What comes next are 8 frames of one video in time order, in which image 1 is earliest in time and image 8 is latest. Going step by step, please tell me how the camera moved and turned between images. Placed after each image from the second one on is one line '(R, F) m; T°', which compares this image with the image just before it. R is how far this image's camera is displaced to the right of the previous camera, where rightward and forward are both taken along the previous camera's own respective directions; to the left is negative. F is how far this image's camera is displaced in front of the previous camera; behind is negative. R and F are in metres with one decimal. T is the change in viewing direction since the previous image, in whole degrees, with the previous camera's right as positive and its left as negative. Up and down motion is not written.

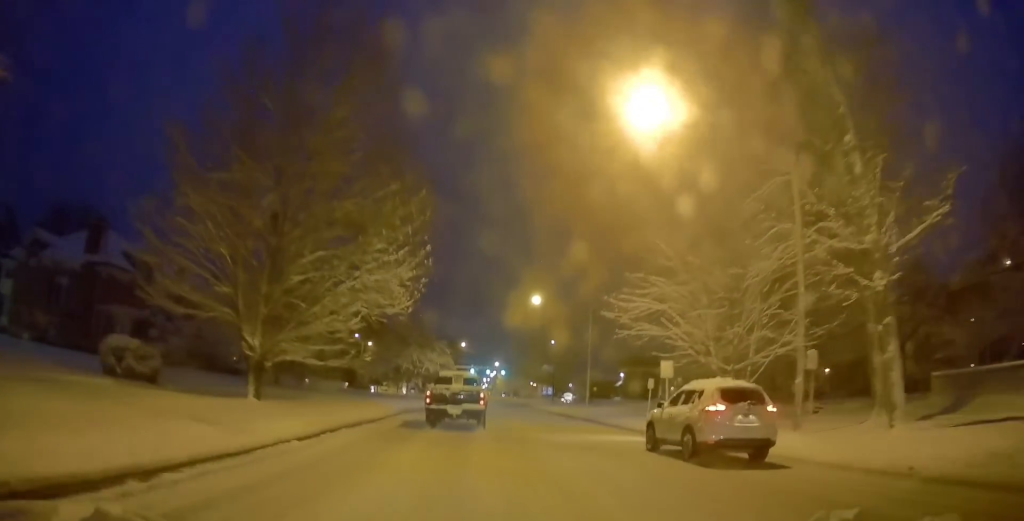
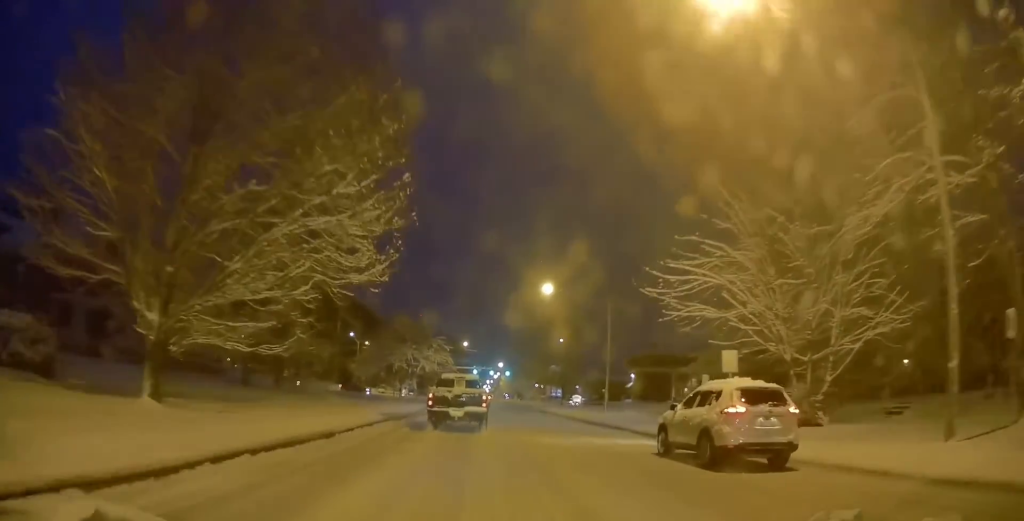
(0.0, +6.9) m; -1°
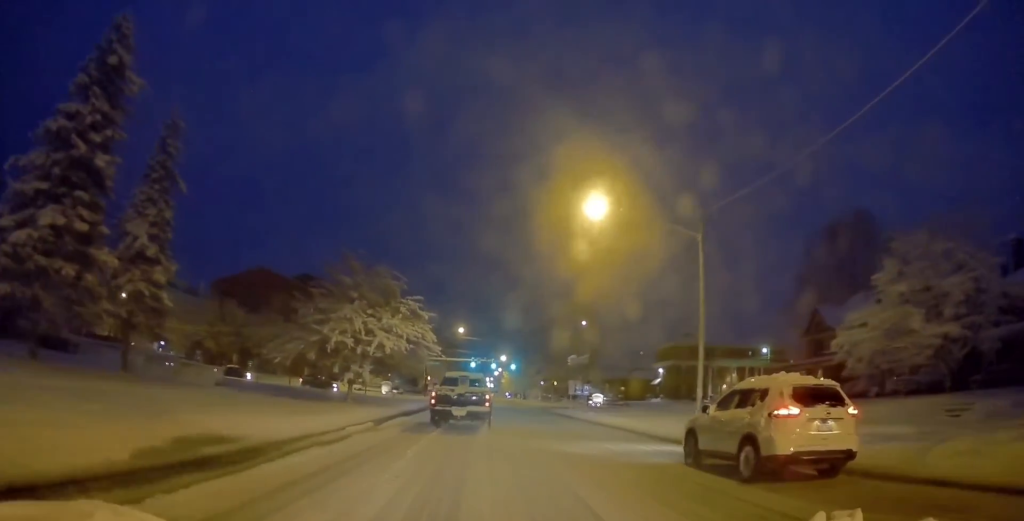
(+0.1, +21.2) m; +3°
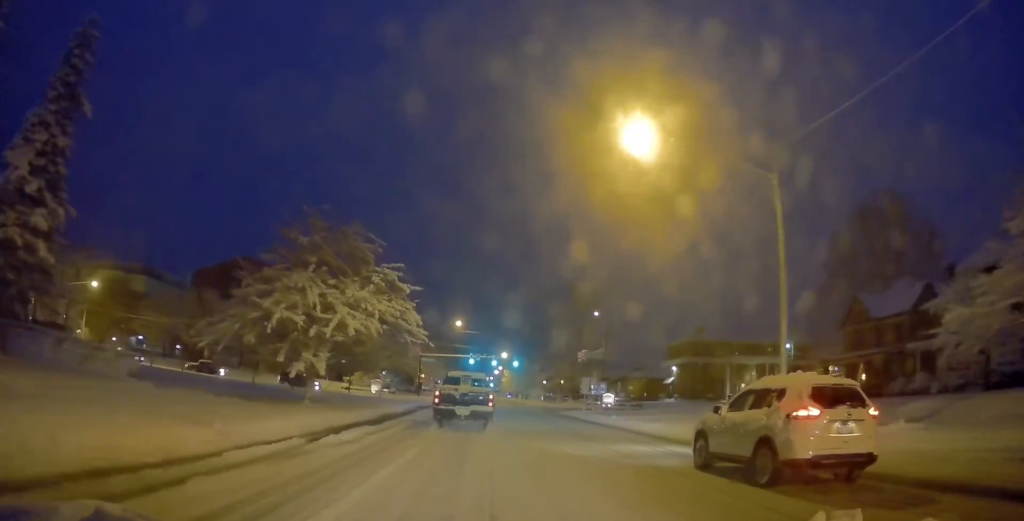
(+0.1, +8.5) m; 0°
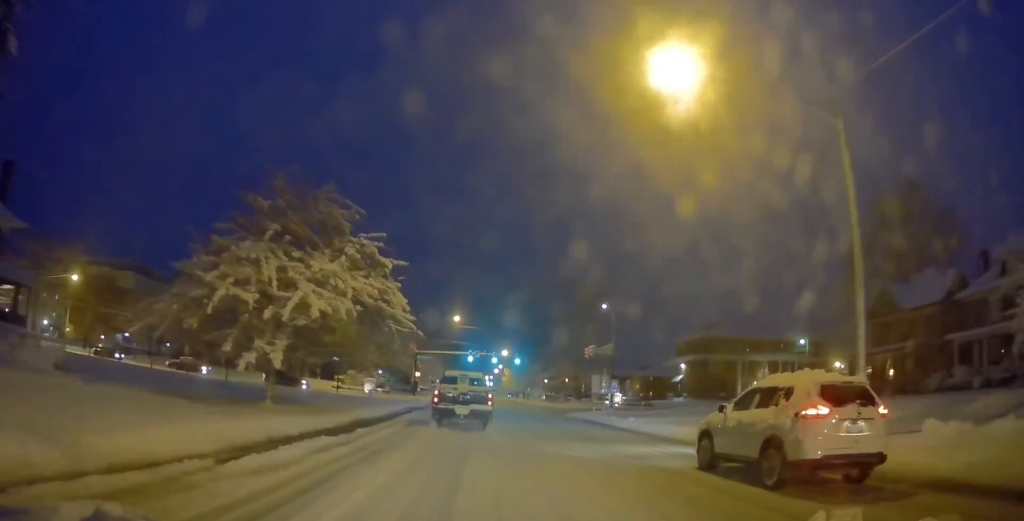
(0.0, +4.9) m; 0°
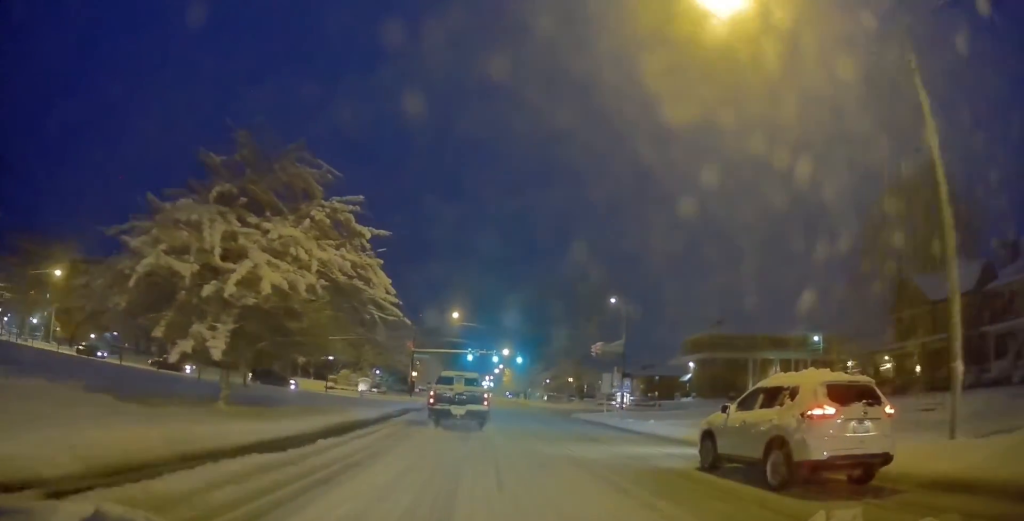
(0.0, +4.2) m; 0°
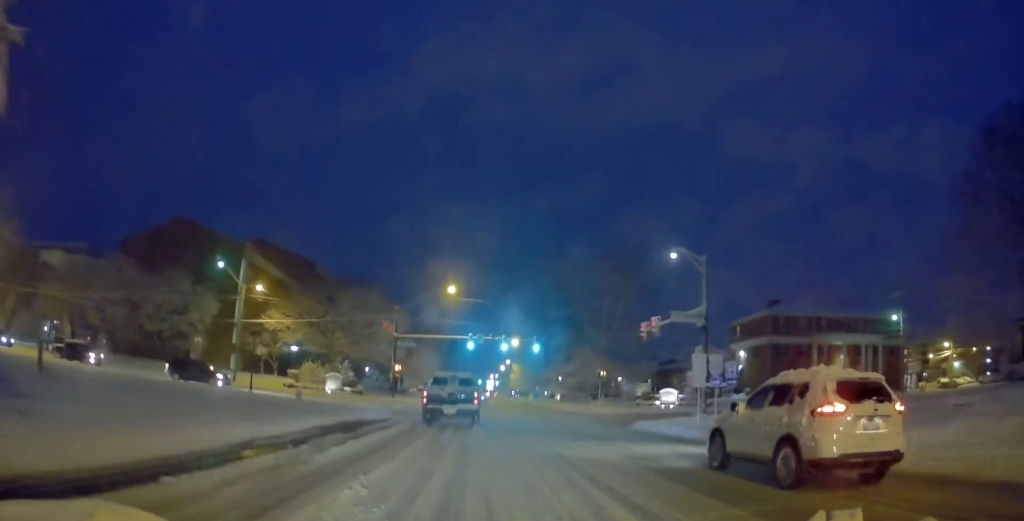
(-1.0, +18.5) m; -3°
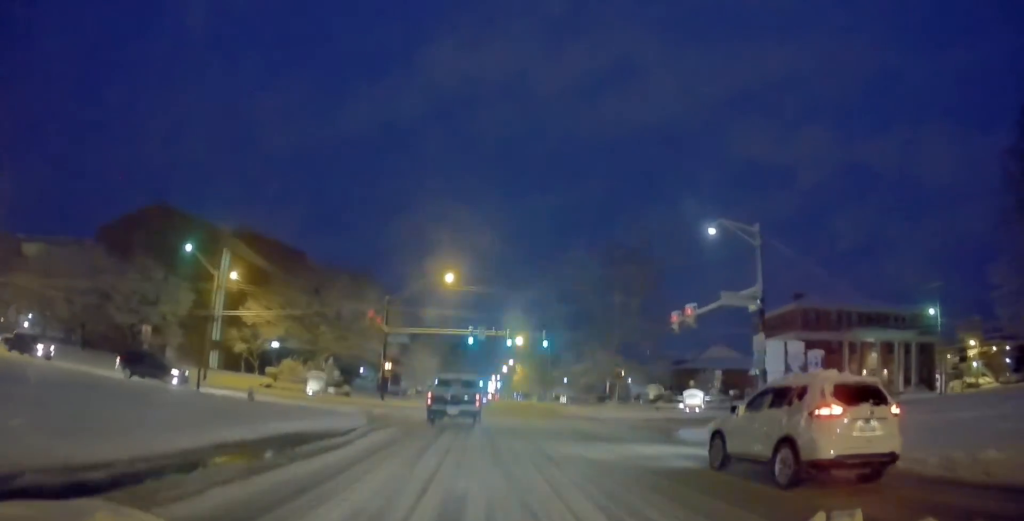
(+0.1, +6.9) m; +2°
